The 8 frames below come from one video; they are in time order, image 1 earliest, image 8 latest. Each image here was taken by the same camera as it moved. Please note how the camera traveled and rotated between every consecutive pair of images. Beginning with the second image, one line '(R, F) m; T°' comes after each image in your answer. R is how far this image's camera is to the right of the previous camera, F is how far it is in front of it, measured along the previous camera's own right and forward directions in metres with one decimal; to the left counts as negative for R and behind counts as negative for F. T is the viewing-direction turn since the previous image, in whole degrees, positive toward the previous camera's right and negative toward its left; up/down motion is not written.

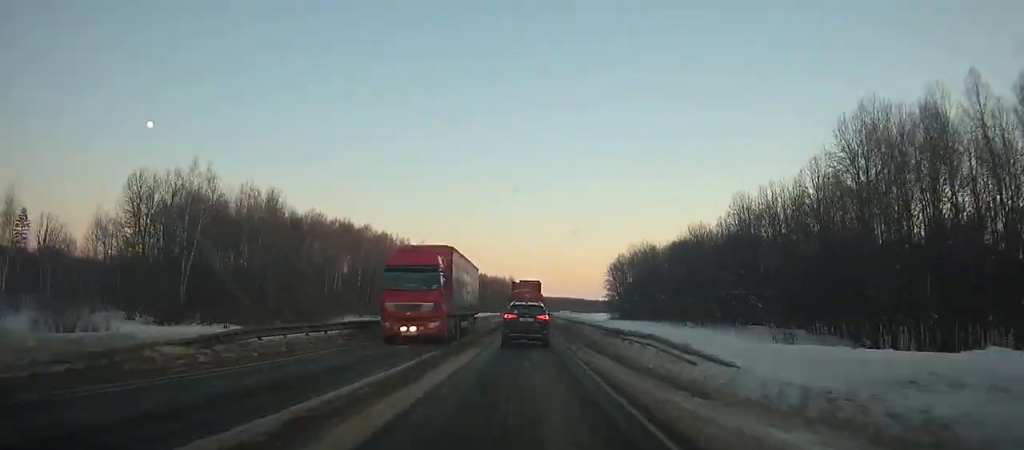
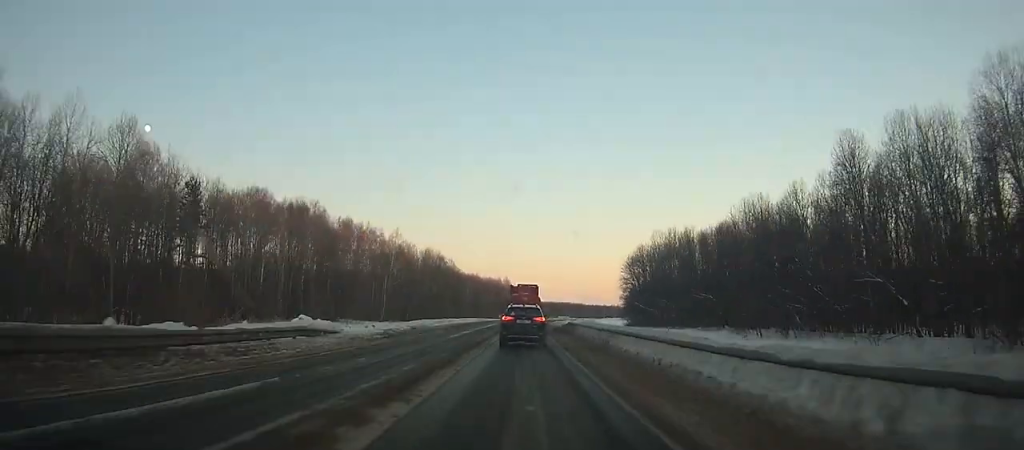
(0.0, +33.7) m; 0°
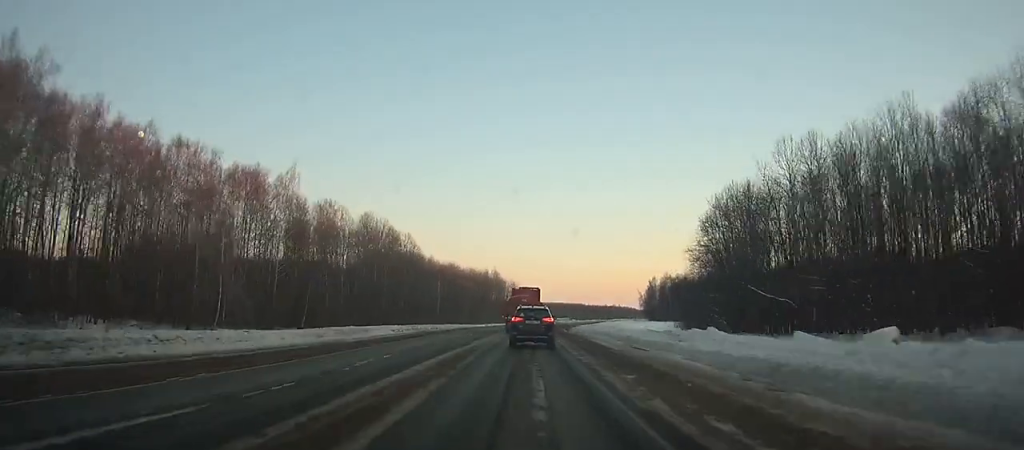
(+0.2, +67.7) m; +1°
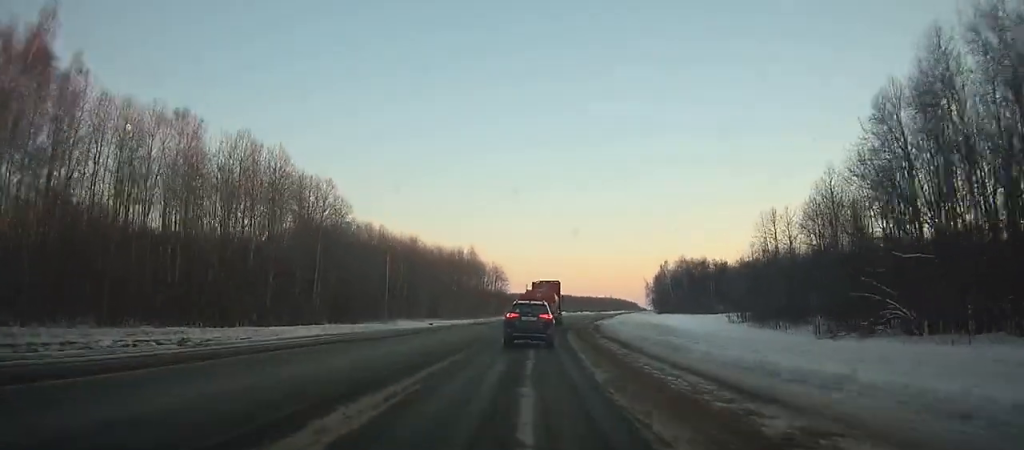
(+0.4, +48.3) m; +2°
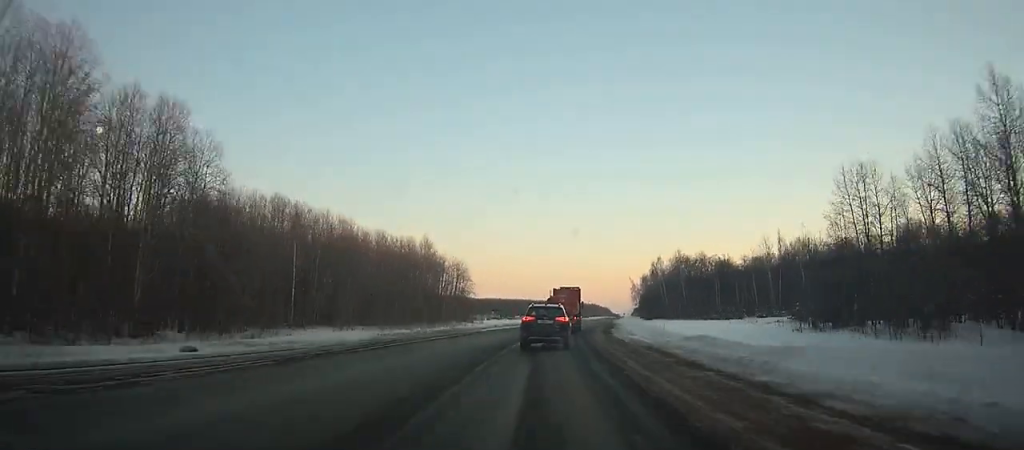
(-0.4, +36.5) m; +3°
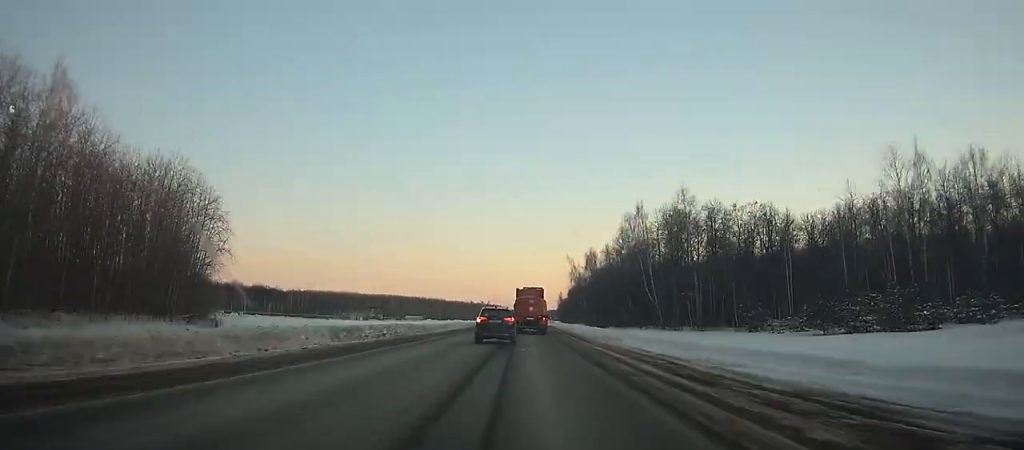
(+8.4, +101.7) m; +7°
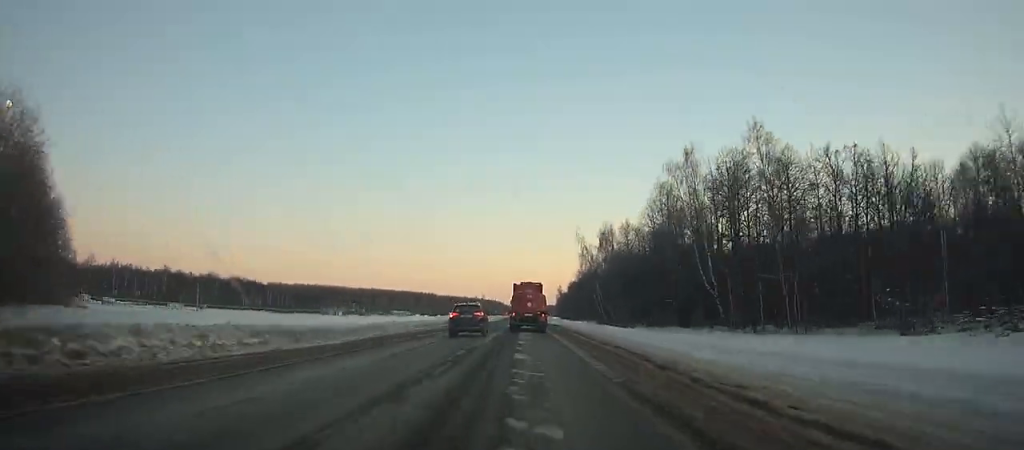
(+0.4, +30.6) m; +1°
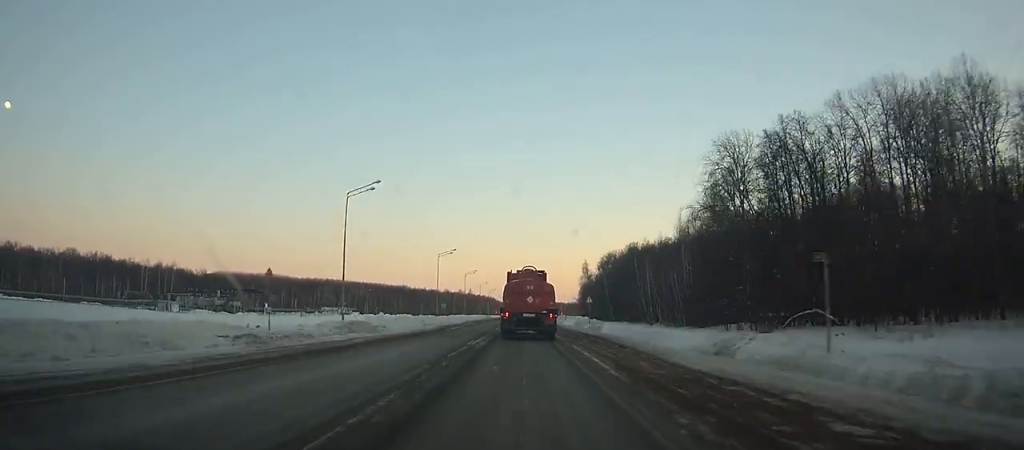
(+1.2, +151.4) m; +1°
